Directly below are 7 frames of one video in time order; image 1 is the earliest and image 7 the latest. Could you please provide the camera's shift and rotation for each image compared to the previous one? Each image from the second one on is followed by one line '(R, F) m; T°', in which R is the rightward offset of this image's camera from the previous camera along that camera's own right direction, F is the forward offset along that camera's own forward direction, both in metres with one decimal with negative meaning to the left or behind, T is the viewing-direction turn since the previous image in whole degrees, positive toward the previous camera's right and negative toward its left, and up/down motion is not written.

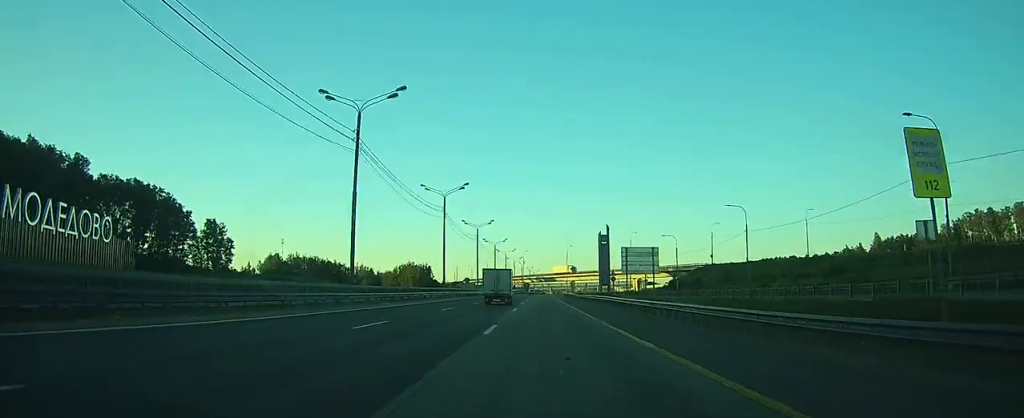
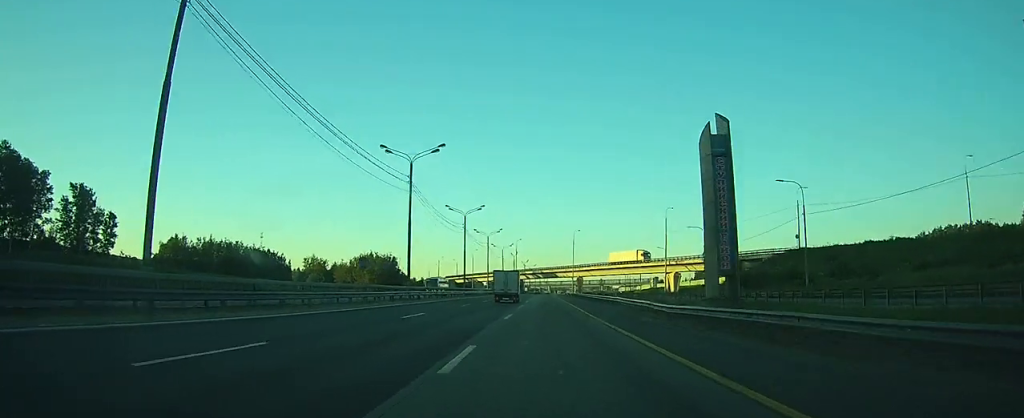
(+0.2, +58.4) m; +1°
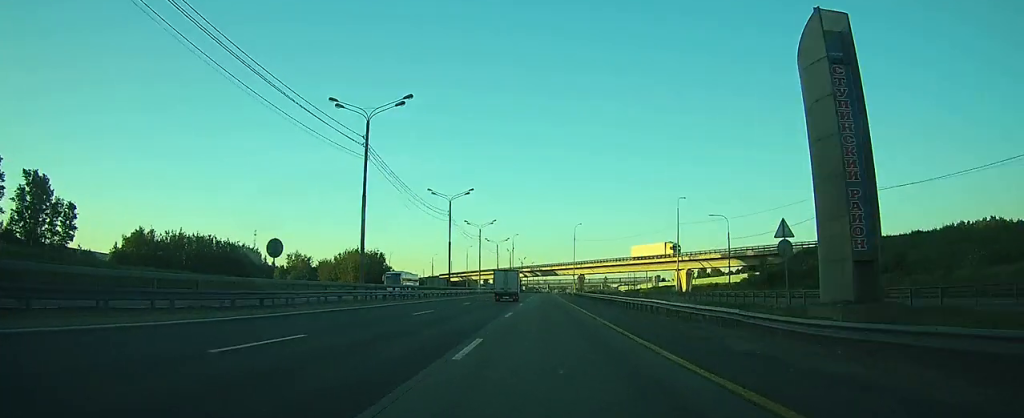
(0.0, +14.1) m; 0°
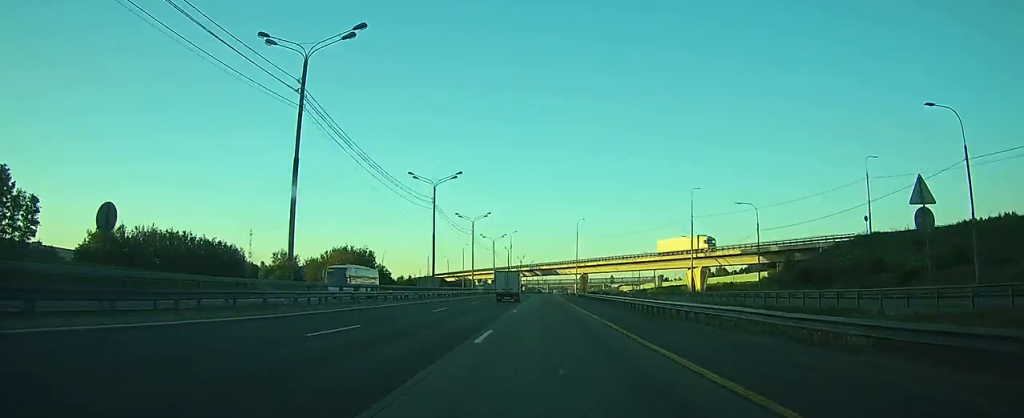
(0.0, +11.9) m; 0°
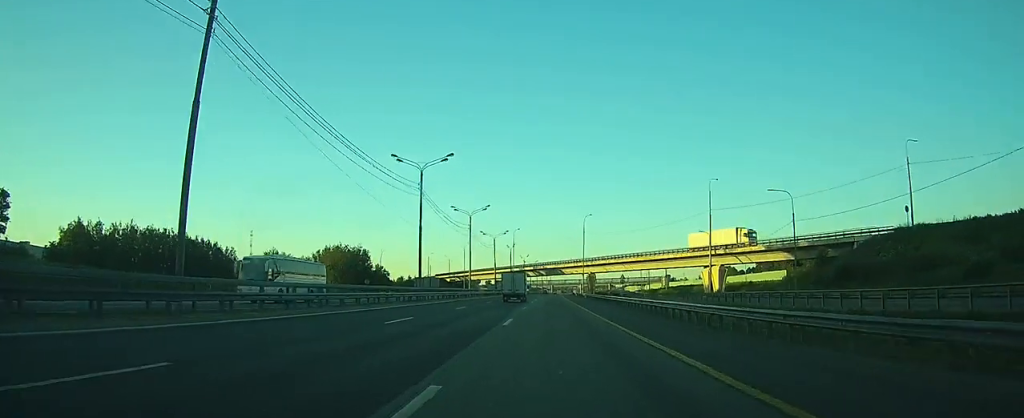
(0.0, +9.8) m; 0°
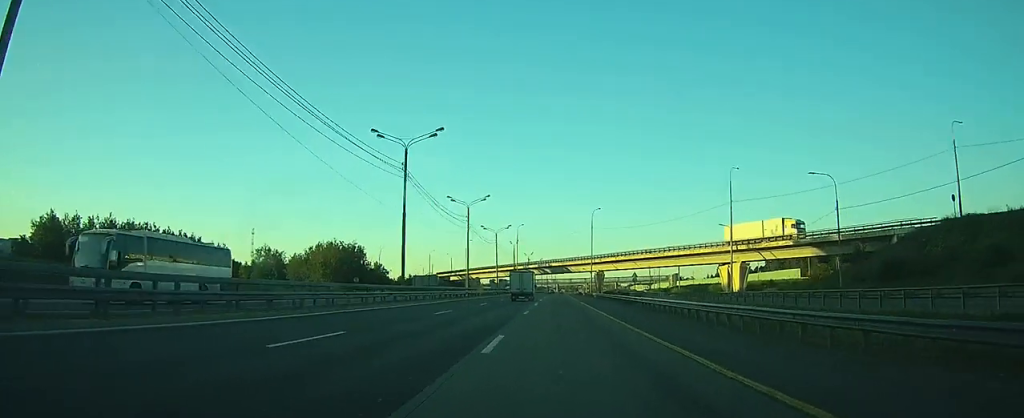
(+0.1, +9.0) m; 0°
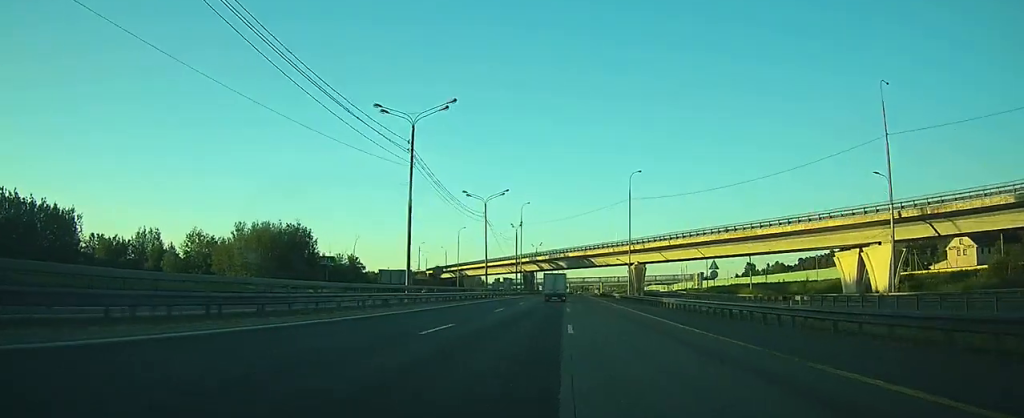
(-0.7, +43.1) m; -1°
